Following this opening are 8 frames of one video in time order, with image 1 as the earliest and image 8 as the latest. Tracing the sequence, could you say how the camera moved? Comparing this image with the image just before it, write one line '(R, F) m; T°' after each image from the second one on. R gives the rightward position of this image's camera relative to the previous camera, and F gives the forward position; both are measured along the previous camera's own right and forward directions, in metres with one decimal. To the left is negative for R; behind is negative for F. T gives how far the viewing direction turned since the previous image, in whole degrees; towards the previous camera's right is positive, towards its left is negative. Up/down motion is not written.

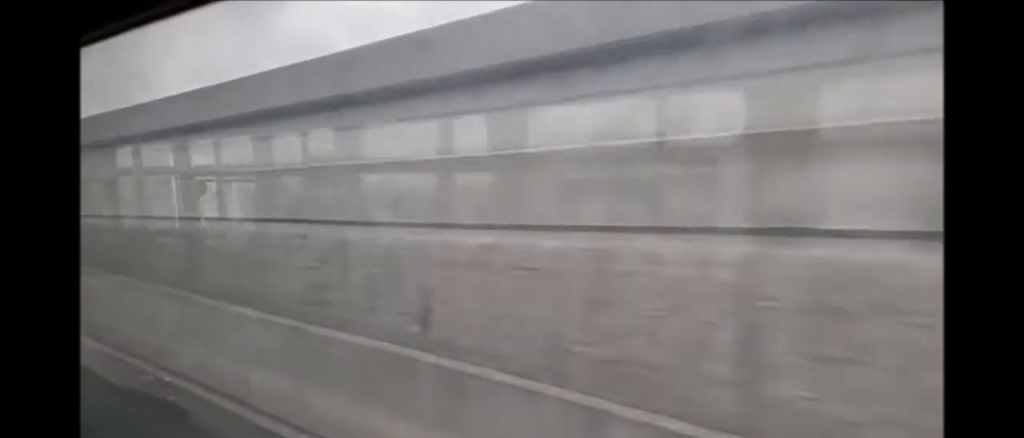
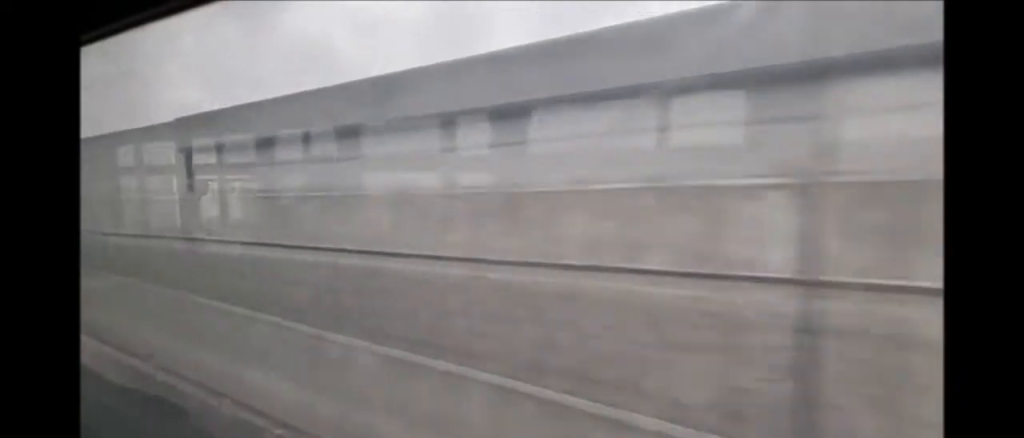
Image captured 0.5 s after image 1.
(0.0, +7.0) m; 0°
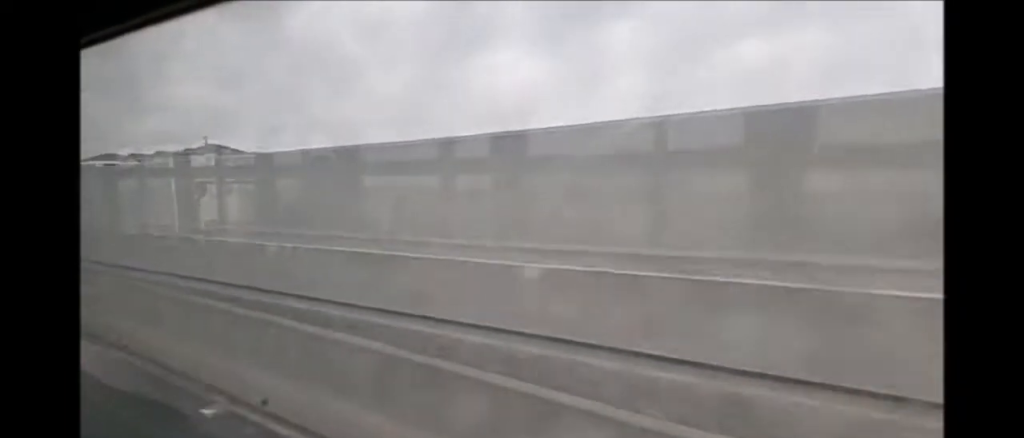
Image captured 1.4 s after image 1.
(0.0, +13.5) m; 0°
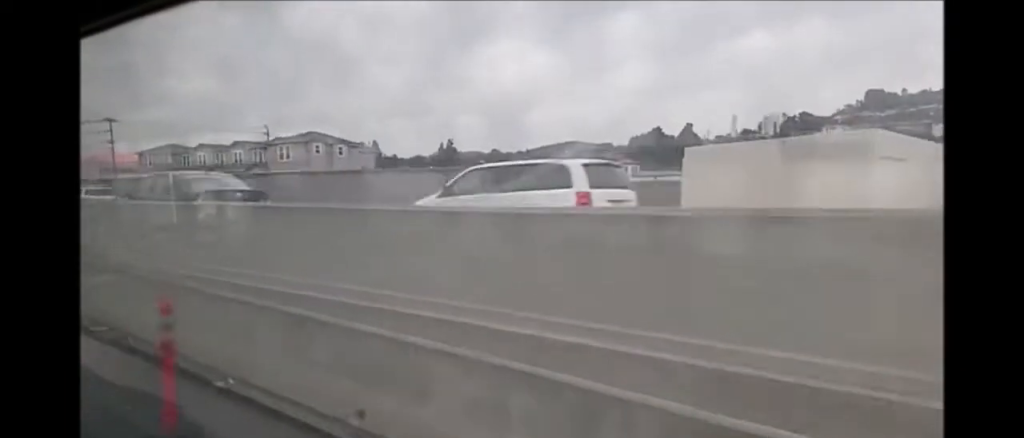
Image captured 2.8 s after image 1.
(0.0, +22.8) m; 0°
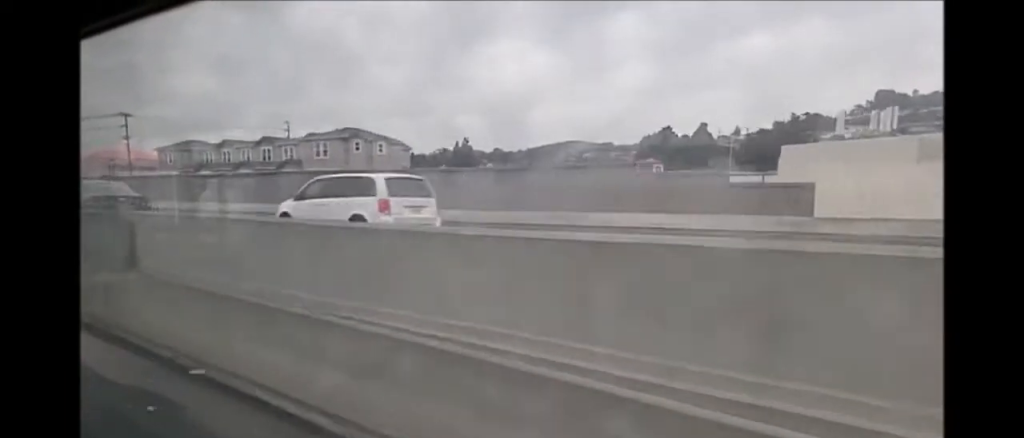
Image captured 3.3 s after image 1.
(0.0, +7.0) m; 0°
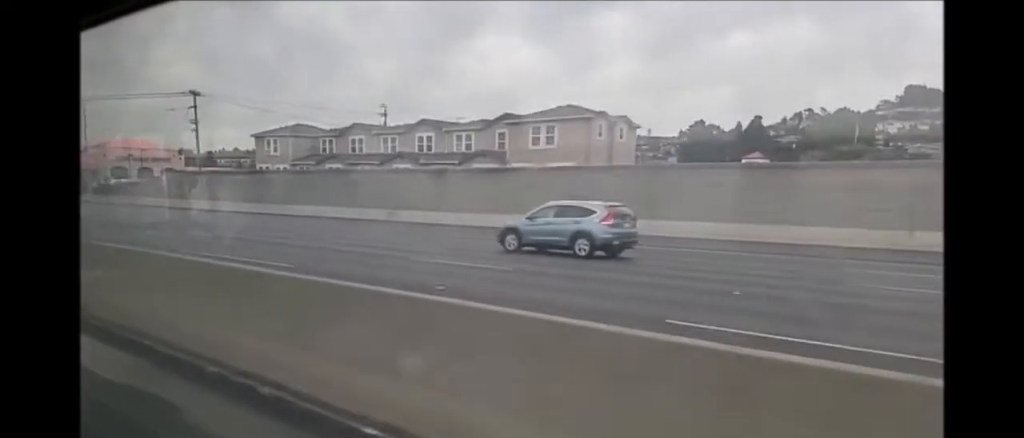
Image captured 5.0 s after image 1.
(+0.2, +29.8) m; +1°
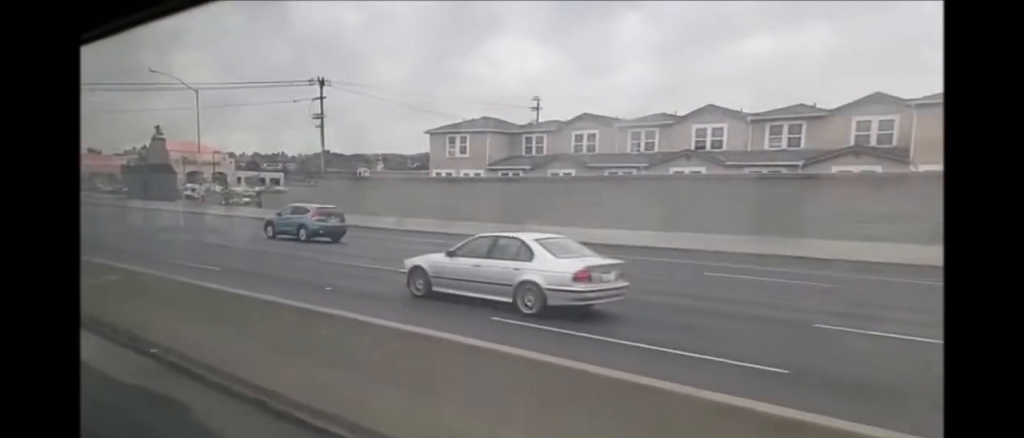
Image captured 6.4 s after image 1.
(-0.3, +25.1) m; -2°
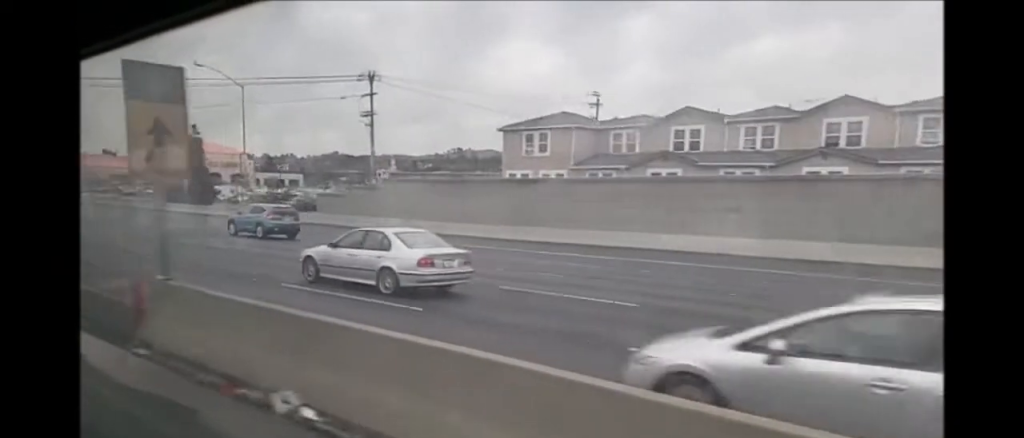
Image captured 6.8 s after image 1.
(-0.1, +7.3) m; -1°
